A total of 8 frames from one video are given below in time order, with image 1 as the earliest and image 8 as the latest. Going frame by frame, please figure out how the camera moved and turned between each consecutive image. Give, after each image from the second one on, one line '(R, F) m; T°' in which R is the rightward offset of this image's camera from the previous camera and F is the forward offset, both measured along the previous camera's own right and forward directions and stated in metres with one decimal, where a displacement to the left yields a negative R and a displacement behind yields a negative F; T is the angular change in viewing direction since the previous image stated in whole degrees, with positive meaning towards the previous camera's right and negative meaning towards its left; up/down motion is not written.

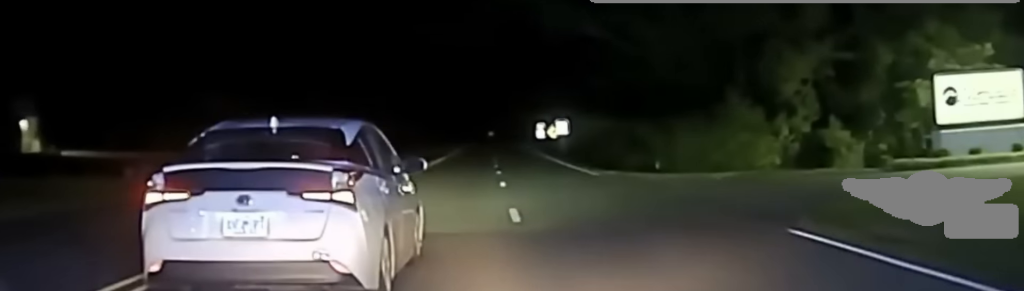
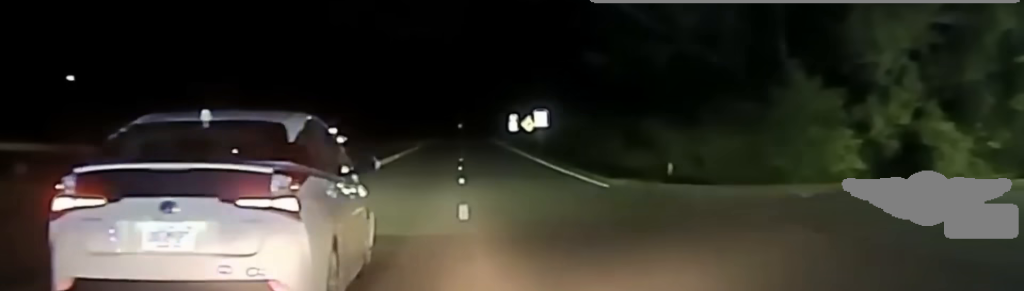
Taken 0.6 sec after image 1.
(+0.2, +13.1) m; 0°
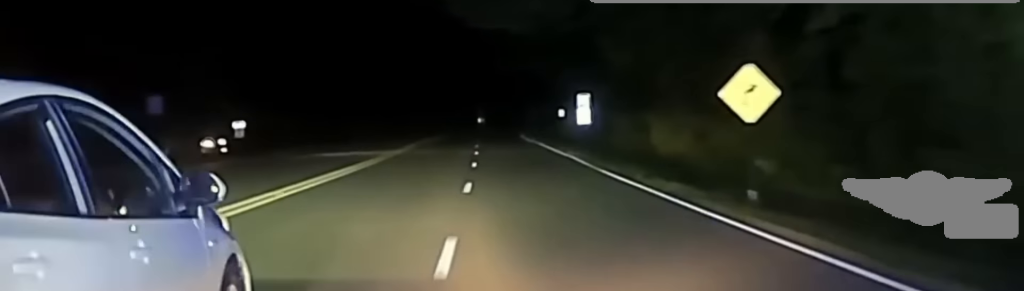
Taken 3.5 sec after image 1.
(-1.7, +55.6) m; -1°
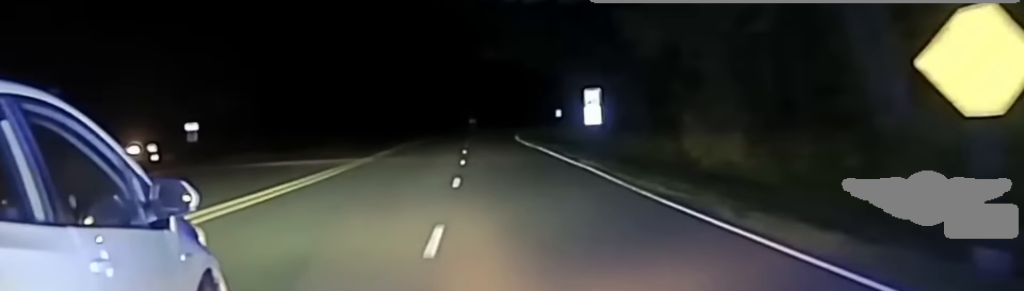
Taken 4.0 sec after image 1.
(+0.1, +9.1) m; +1°
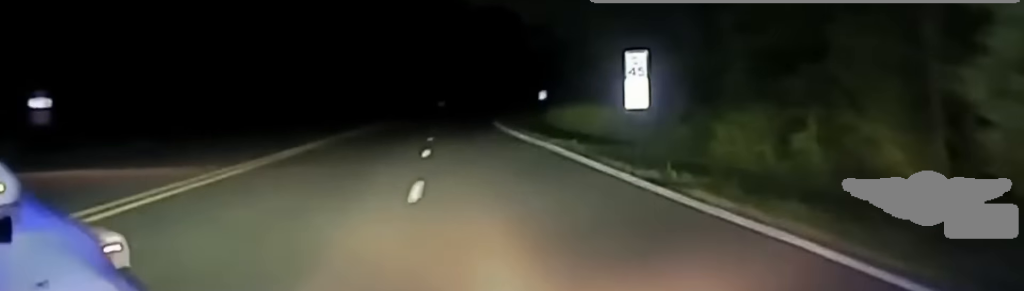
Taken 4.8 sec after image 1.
(+0.2, +16.4) m; 0°
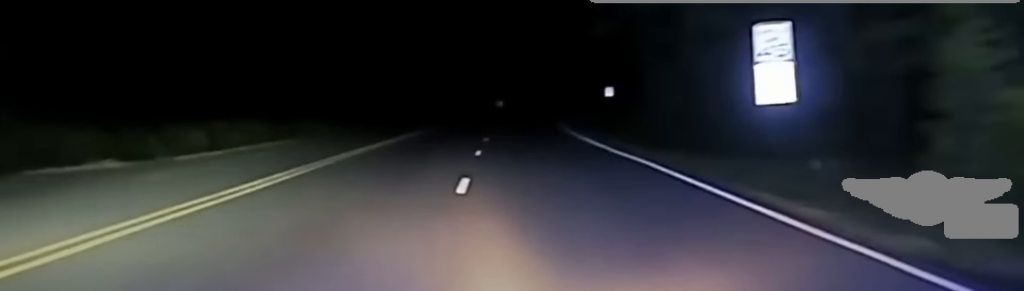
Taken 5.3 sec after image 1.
(+0.2, +10.1) m; -3°
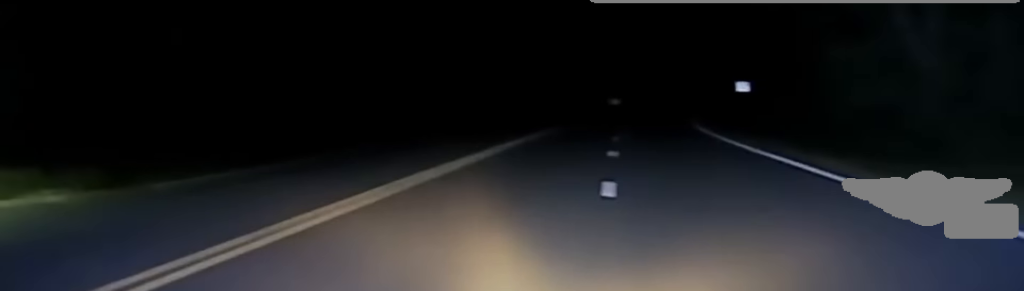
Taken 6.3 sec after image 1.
(-1.3, +16.5) m; -22°
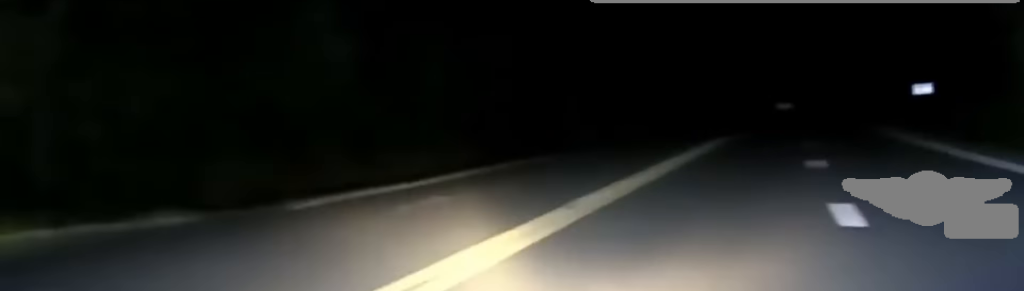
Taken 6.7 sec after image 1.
(0.0, +6.2) m; -14°
